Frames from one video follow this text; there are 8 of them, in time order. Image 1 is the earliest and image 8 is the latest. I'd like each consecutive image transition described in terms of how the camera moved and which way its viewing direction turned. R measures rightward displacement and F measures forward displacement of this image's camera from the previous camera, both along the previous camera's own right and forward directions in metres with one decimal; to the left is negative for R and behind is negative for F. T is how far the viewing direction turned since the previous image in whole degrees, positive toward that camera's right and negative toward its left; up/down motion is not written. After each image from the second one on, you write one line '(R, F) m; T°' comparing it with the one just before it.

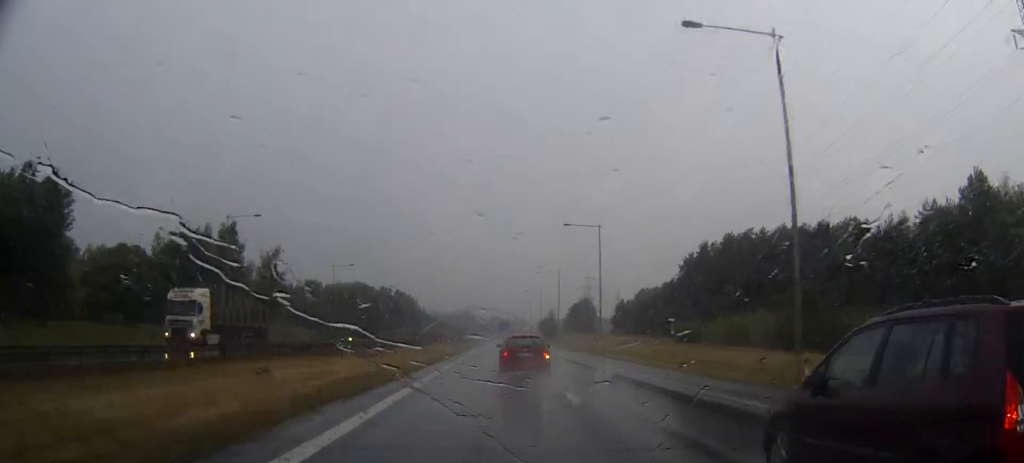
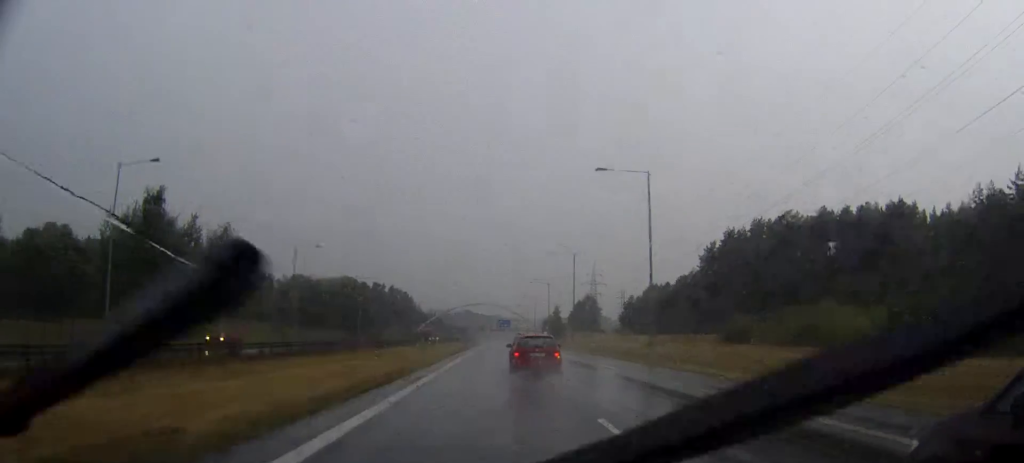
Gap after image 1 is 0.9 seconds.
(-0.1, +22.8) m; 0°
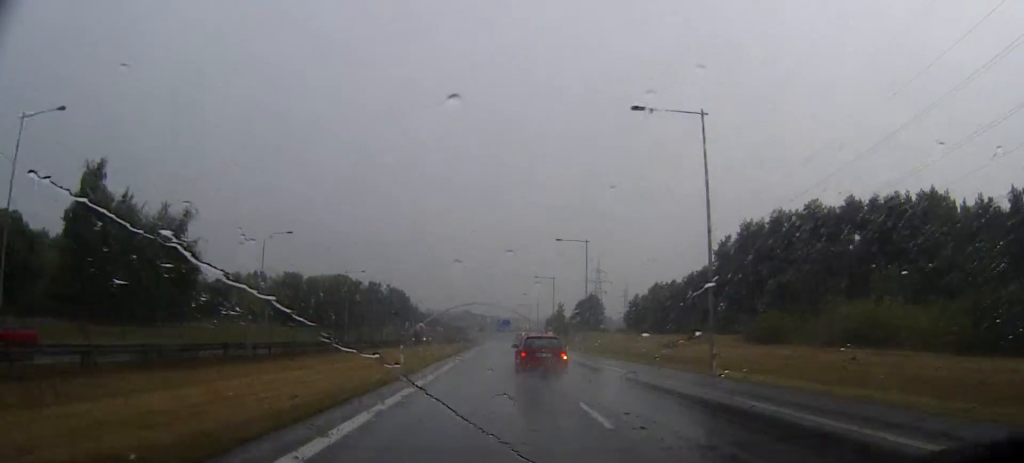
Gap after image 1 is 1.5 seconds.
(0.0, +13.0) m; 0°
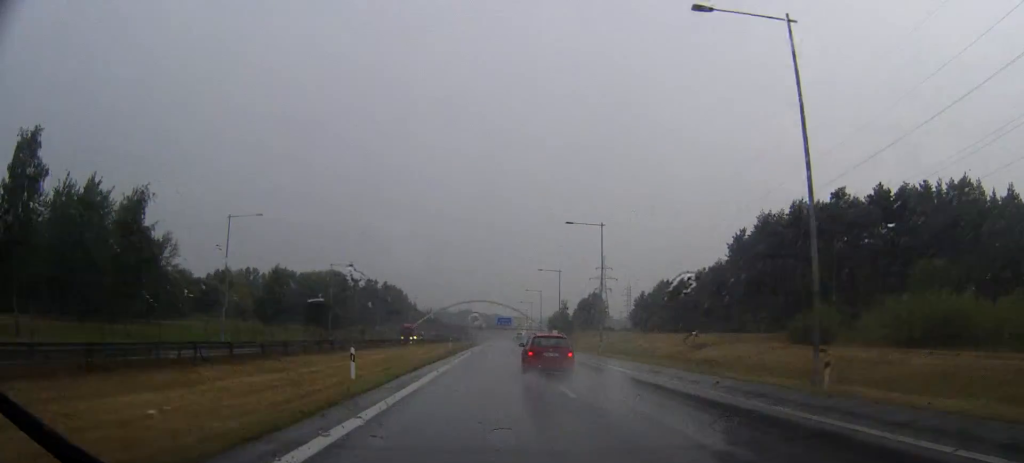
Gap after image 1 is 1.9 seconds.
(0.0, +11.5) m; 0°
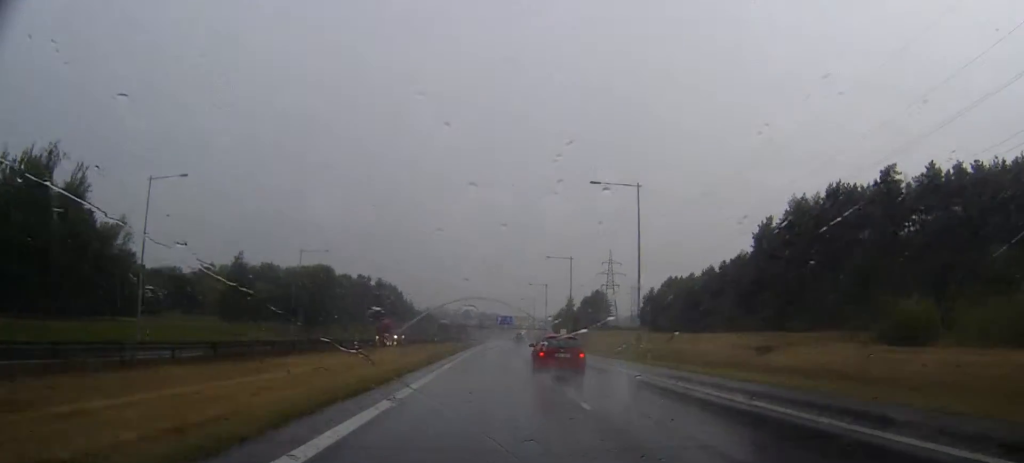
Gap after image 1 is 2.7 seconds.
(0.0, +18.0) m; 0°
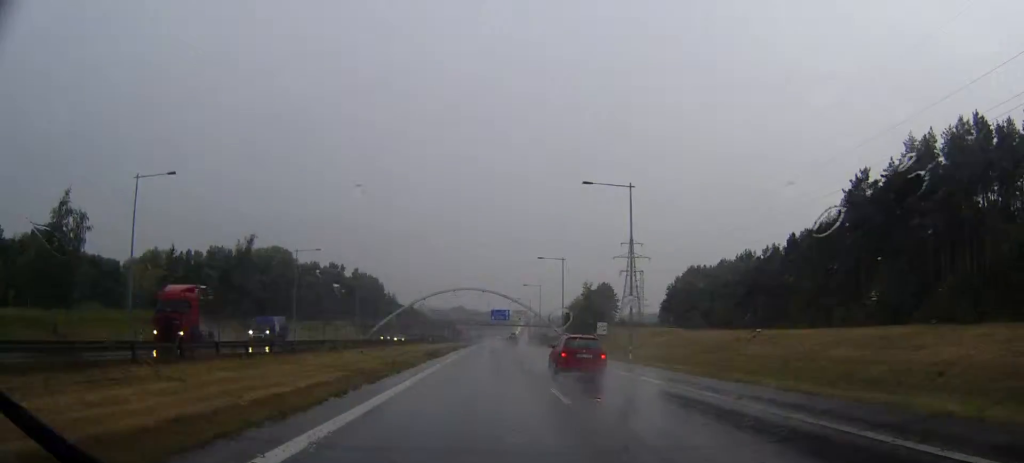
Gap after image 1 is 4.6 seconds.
(+0.3, +46.4) m; 0°
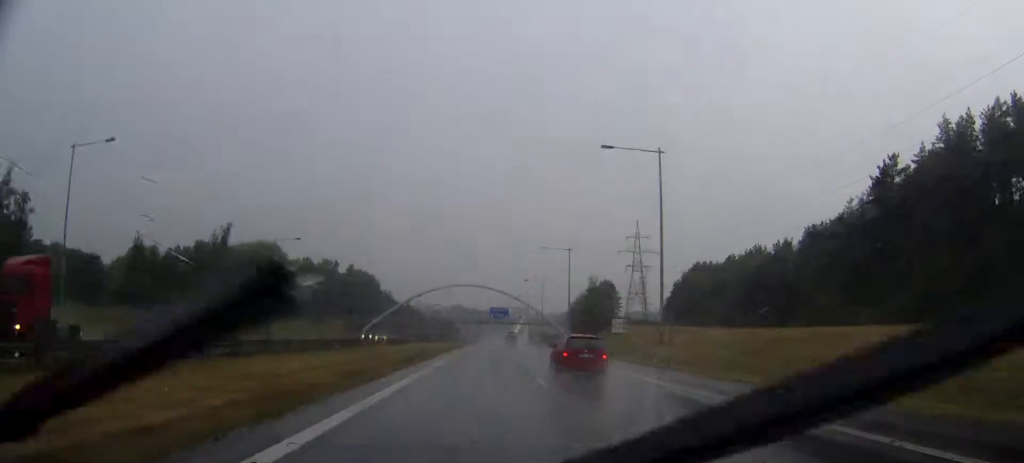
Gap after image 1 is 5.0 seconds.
(0.0, +9.7) m; 0°
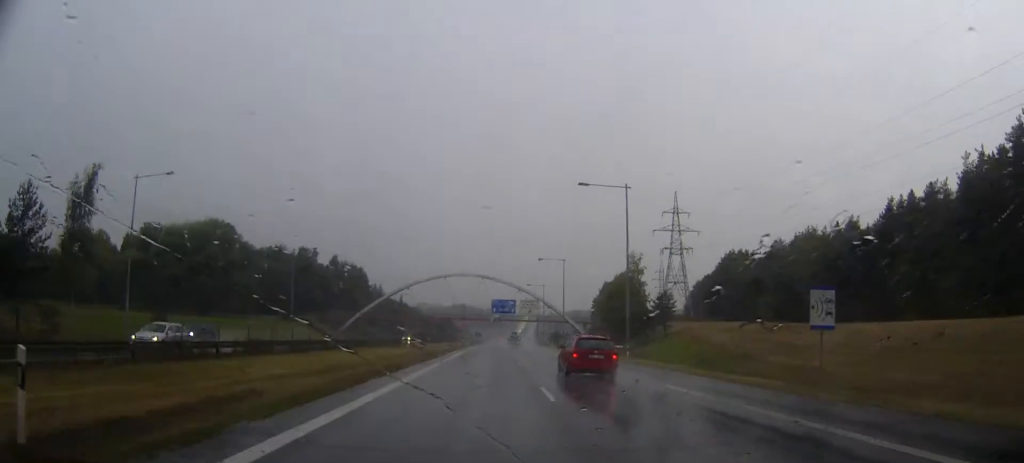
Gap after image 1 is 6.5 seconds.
(-0.1, +37.7) m; 0°
